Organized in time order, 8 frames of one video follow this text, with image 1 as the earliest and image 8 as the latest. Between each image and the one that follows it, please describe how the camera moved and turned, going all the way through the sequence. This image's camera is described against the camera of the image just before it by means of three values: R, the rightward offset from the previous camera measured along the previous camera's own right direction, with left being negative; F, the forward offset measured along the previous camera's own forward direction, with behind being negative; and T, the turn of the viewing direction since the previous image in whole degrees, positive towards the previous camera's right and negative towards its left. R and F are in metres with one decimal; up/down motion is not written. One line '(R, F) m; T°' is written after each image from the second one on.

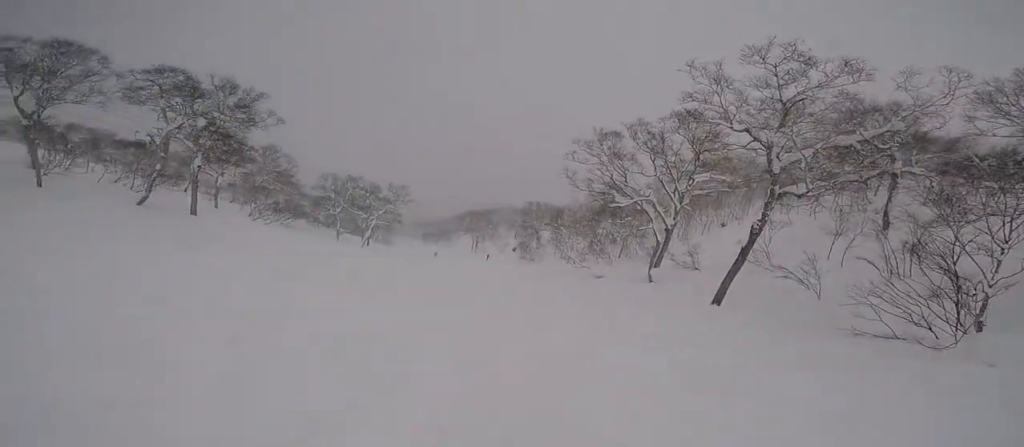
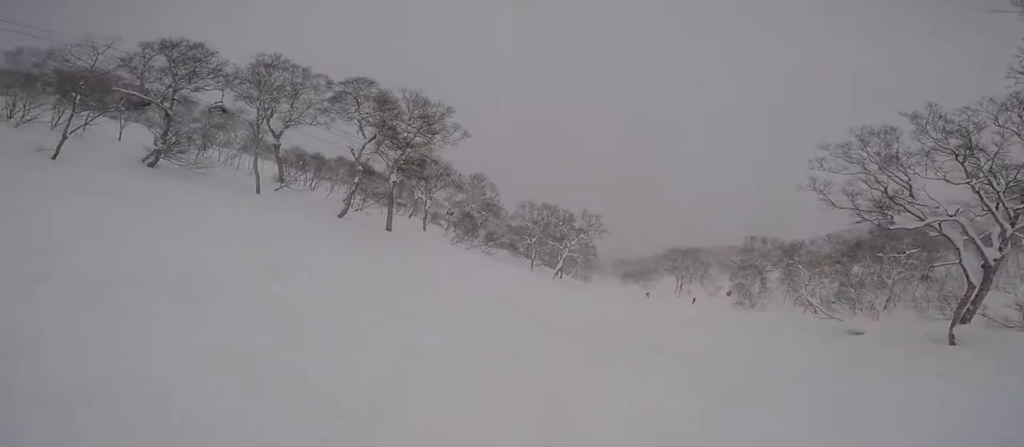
(-1.2, +4.2) m; -36°
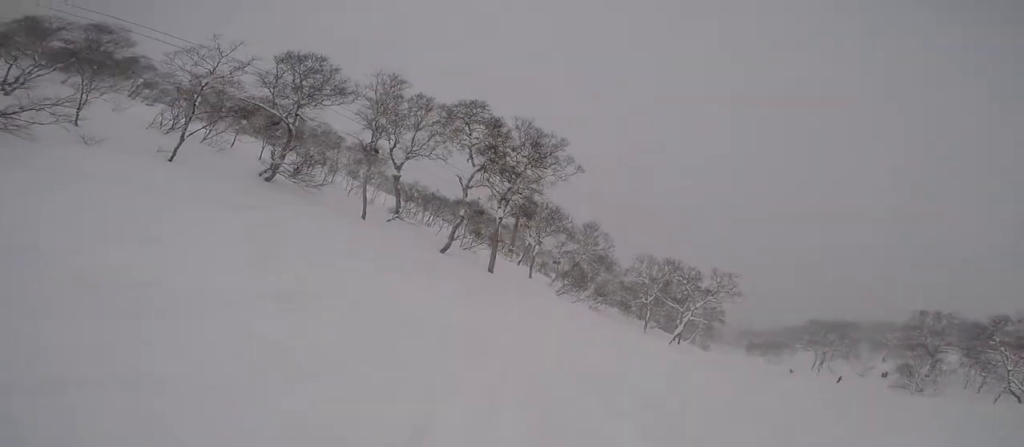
(-0.5, +2.7) m; -18°
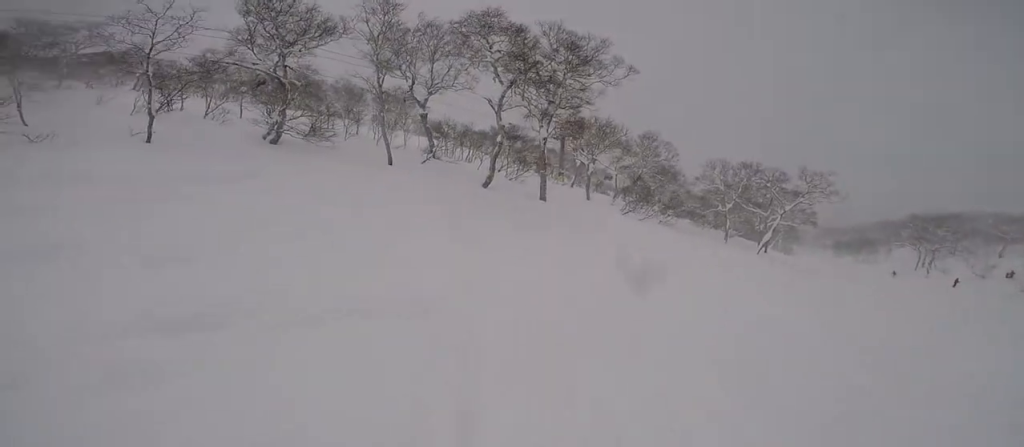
(-0.9, +2.4) m; -3°
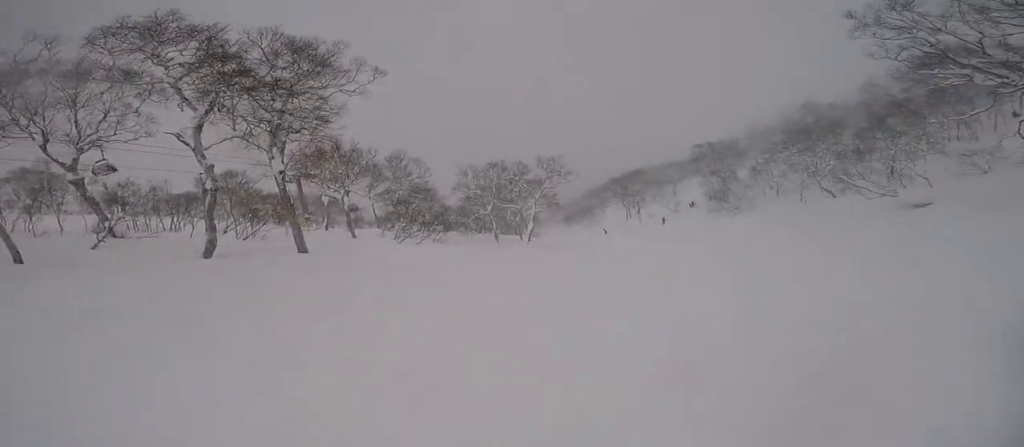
(+0.8, +3.8) m; +20°
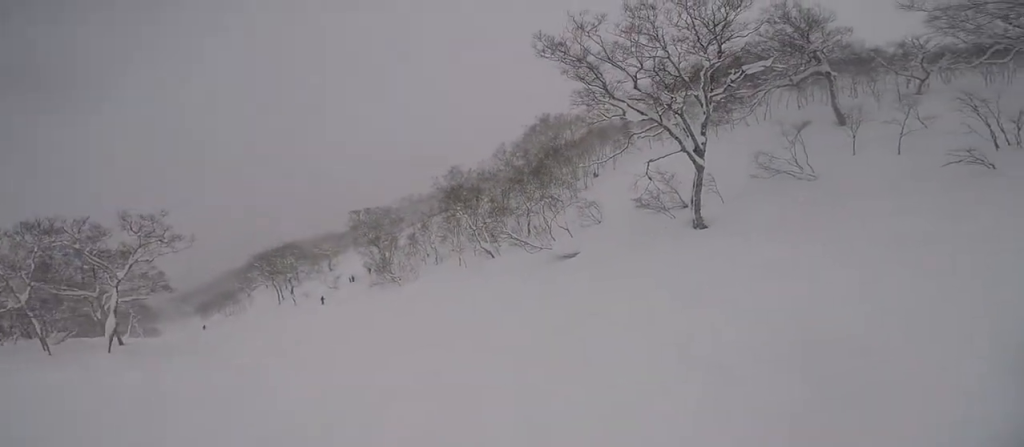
(+3.3, +7.9) m; +47°
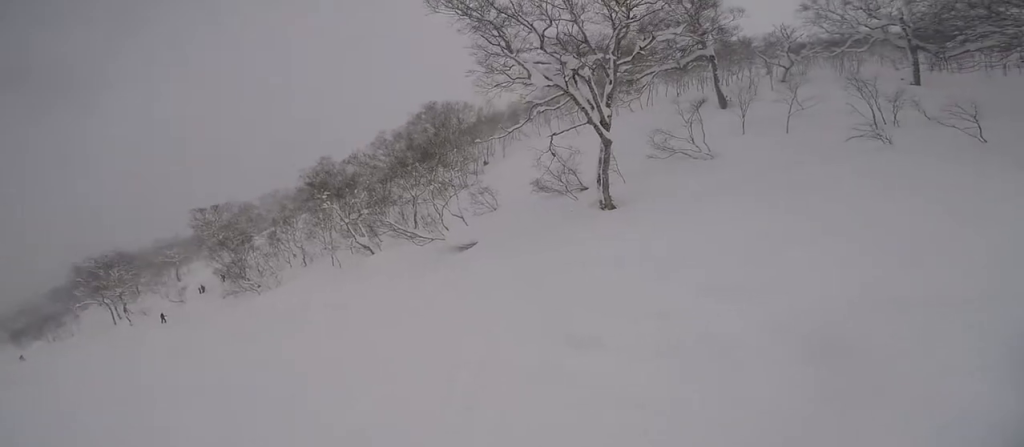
(+0.7, +3.6) m; +16°
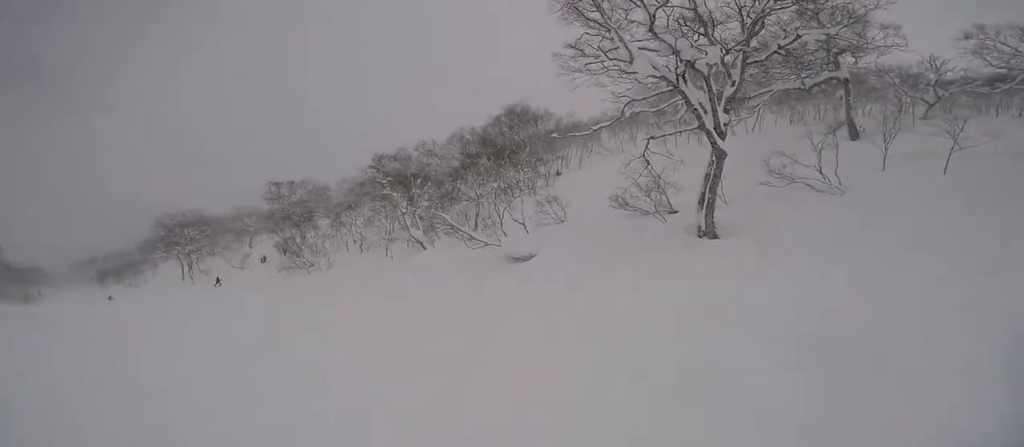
(+0.4, +3.4) m; -4°
